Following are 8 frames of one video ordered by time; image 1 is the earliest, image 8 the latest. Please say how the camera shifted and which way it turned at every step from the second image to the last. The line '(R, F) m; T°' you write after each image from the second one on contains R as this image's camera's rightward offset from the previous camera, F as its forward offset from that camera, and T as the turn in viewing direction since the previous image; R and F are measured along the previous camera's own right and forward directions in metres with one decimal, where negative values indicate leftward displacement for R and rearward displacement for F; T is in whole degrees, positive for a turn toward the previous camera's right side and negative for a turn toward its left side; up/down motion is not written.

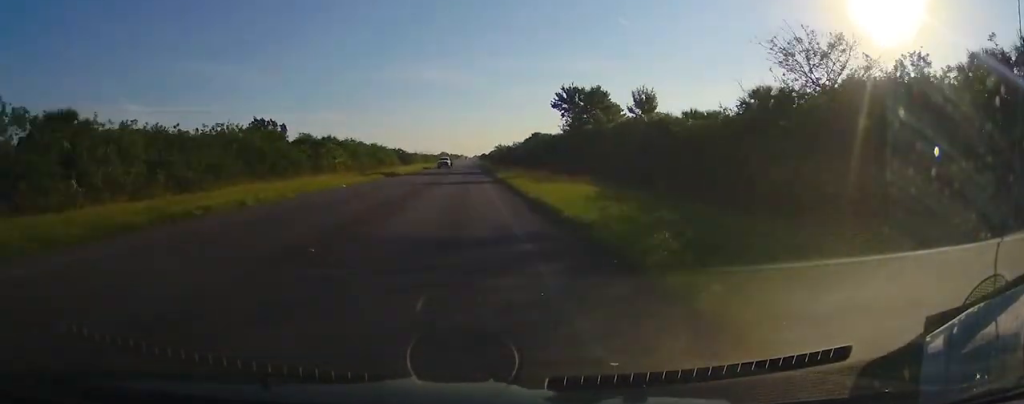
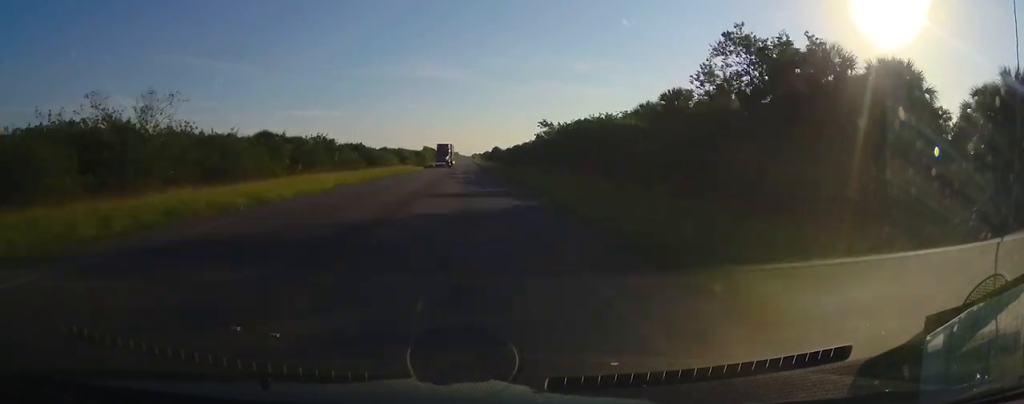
(-0.3, +232.8) m; 0°
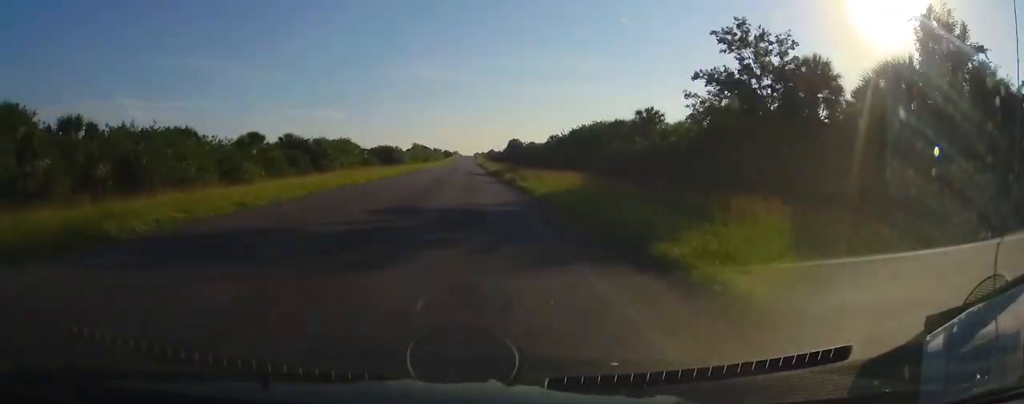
(-0.4, +87.6) m; 0°
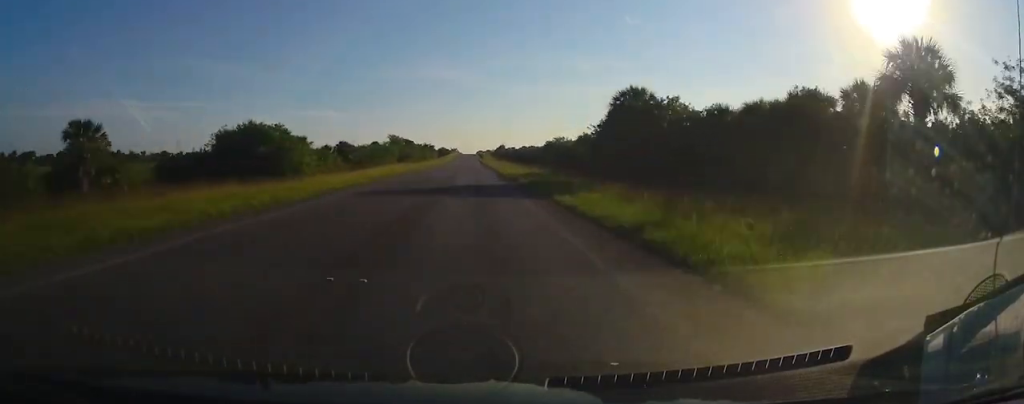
(+0.8, +96.5) m; 0°
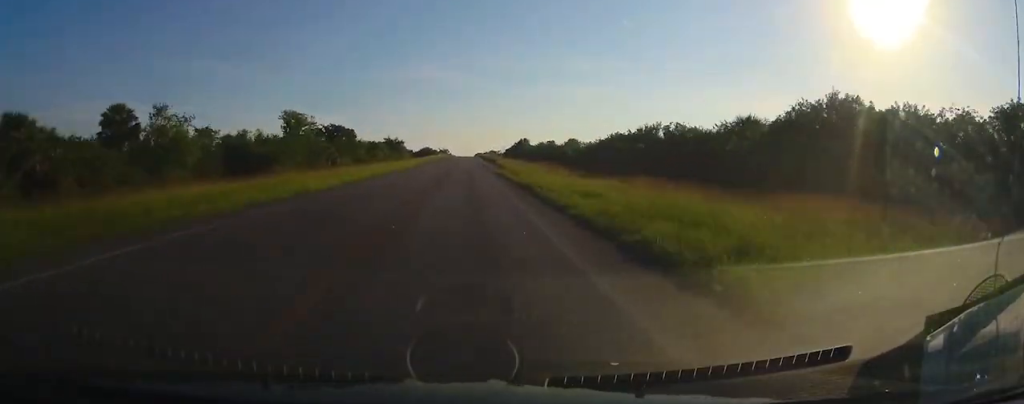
(+0.1, +108.0) m; 0°
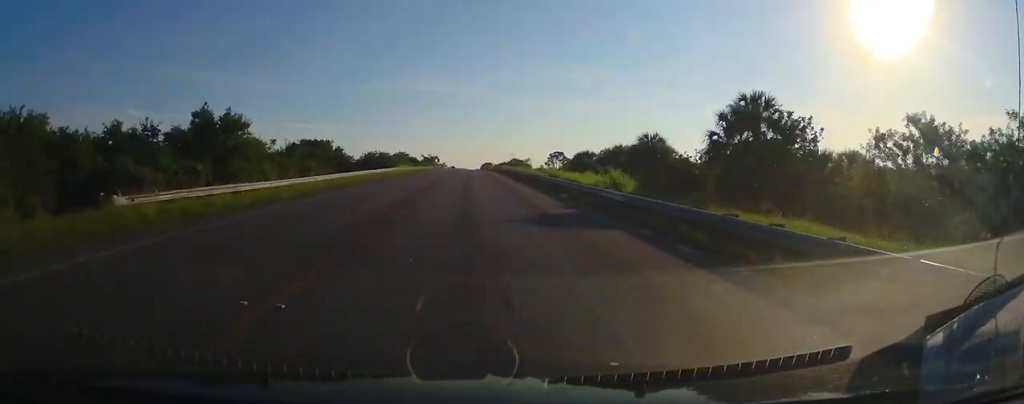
(+0.1, +146.7) m; 0°
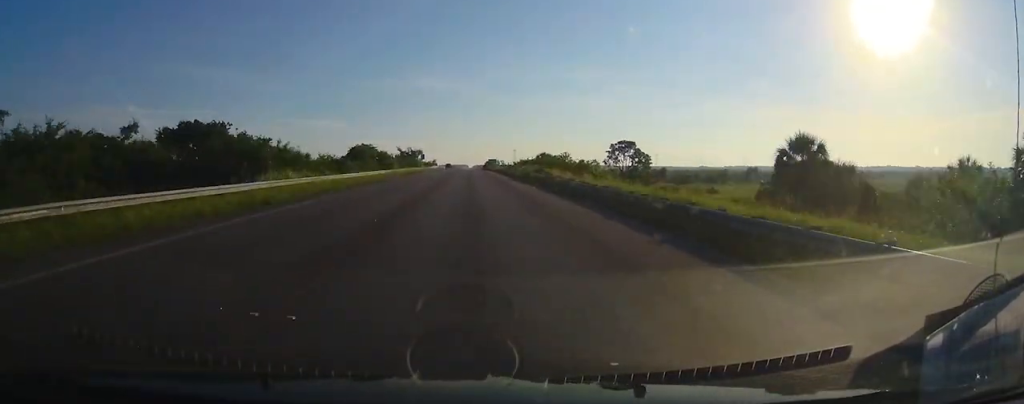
(0.0, +70.3) m; 0°
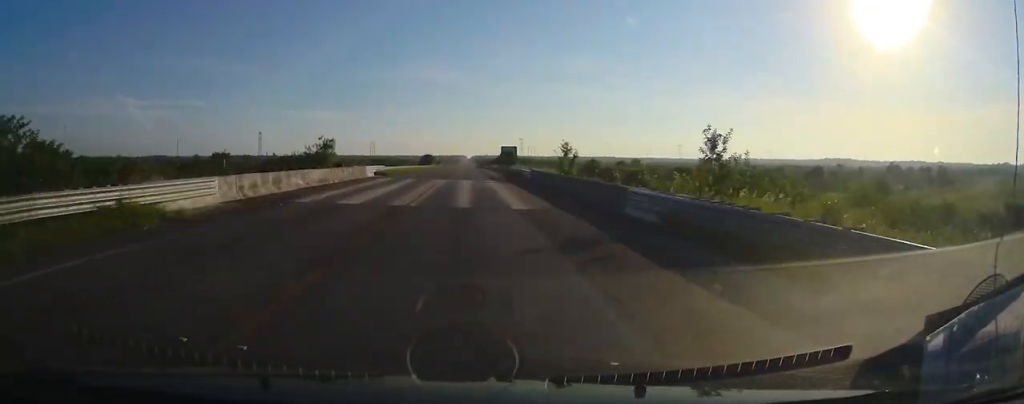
(-0.5, +124.8) m; -1°
